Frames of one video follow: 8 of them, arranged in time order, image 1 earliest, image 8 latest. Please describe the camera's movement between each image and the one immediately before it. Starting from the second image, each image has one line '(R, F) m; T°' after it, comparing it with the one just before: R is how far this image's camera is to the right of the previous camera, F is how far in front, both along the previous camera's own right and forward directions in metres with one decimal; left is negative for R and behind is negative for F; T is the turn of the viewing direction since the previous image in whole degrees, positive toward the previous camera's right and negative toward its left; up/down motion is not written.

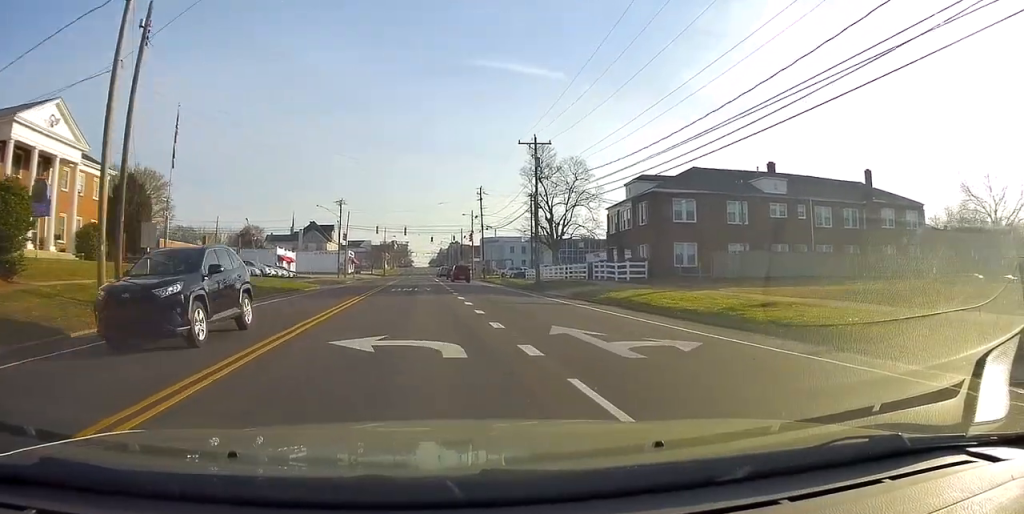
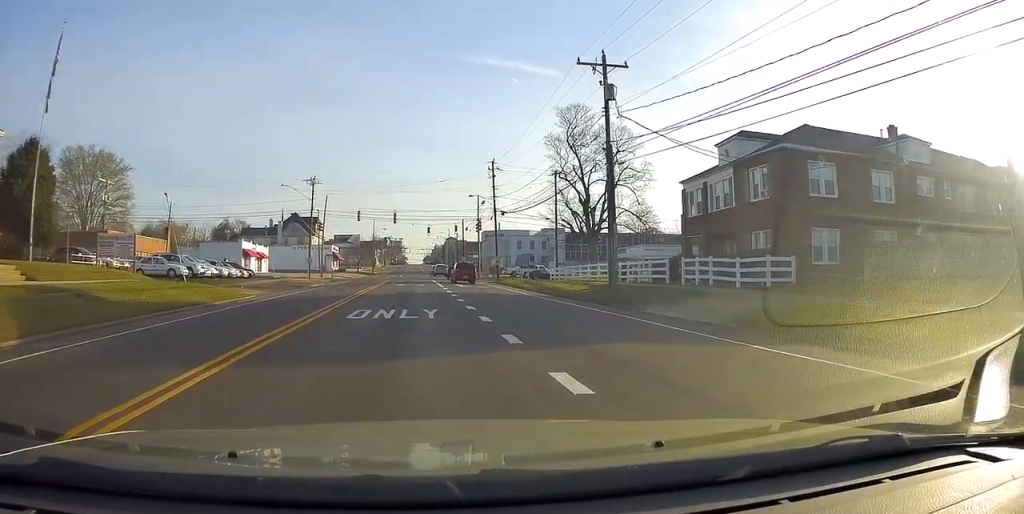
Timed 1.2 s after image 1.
(+0.2, +17.4) m; +3°
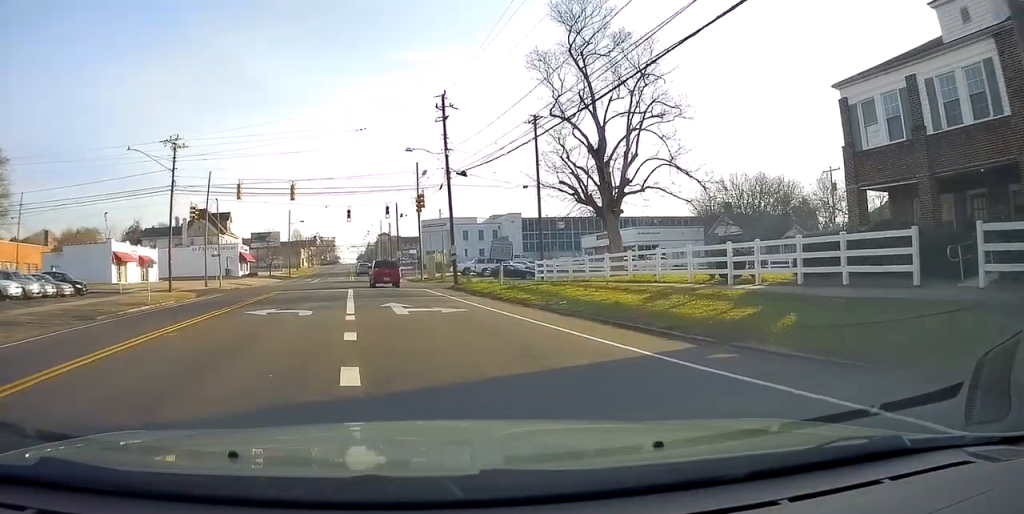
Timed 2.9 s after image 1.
(+1.1, +21.7) m; +4°
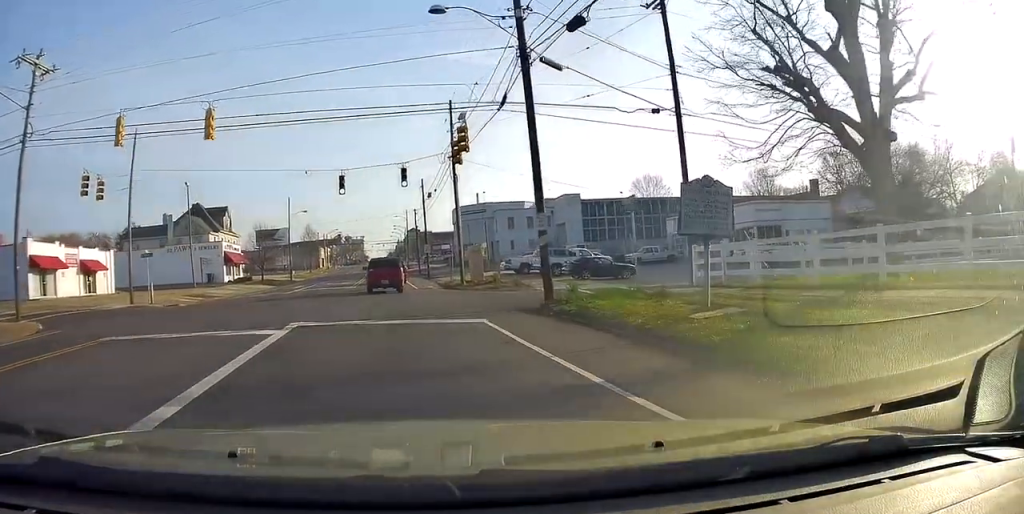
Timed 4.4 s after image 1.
(-0.4, +19.4) m; -4°
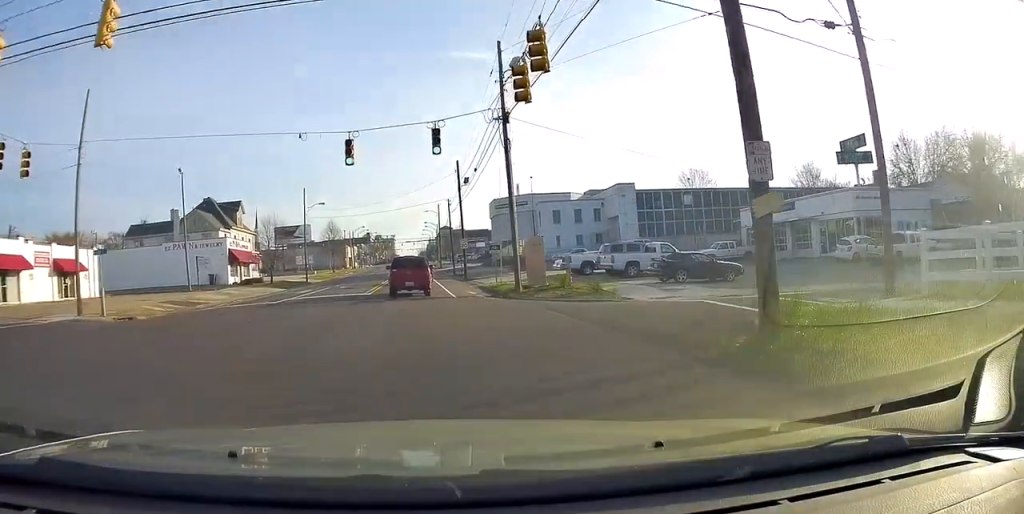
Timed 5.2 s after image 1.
(-0.4, +9.0) m; -1°
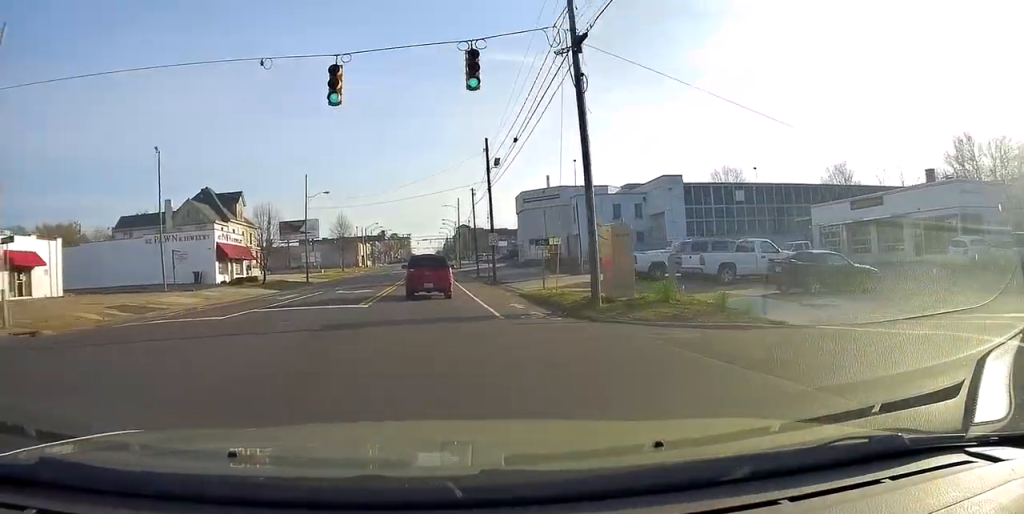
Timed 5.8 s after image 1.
(+0.3, +8.6) m; 0°
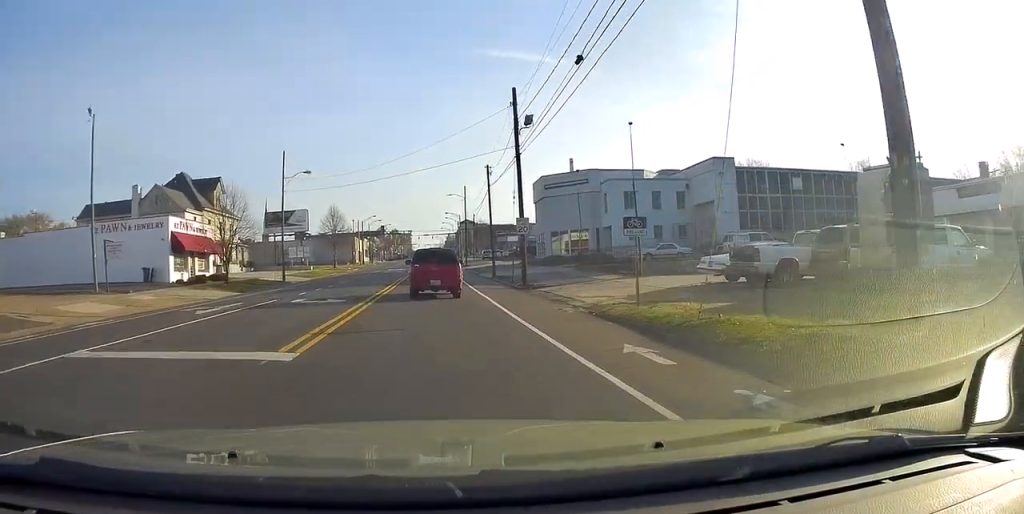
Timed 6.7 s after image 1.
(-0.2, +10.7) m; -1°
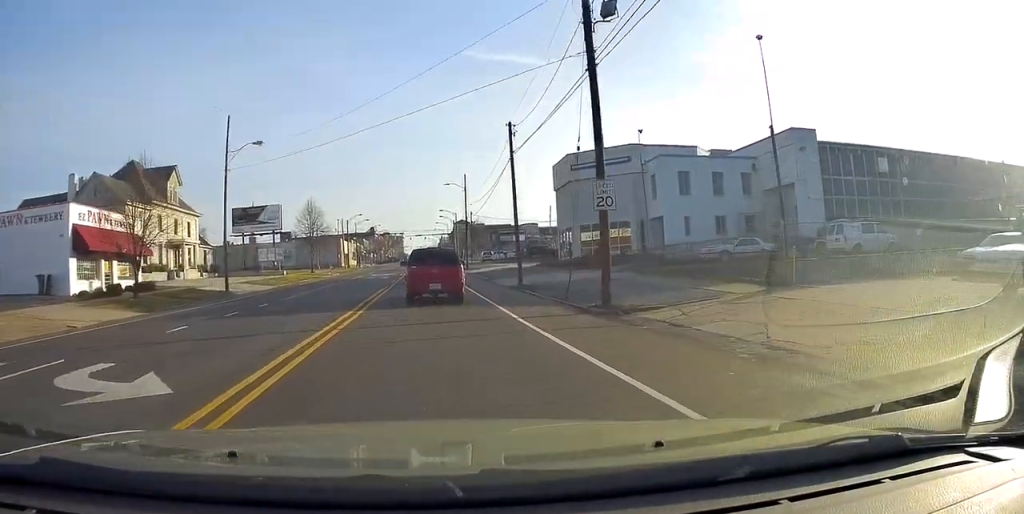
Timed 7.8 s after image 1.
(-0.1, +13.1) m; 0°
